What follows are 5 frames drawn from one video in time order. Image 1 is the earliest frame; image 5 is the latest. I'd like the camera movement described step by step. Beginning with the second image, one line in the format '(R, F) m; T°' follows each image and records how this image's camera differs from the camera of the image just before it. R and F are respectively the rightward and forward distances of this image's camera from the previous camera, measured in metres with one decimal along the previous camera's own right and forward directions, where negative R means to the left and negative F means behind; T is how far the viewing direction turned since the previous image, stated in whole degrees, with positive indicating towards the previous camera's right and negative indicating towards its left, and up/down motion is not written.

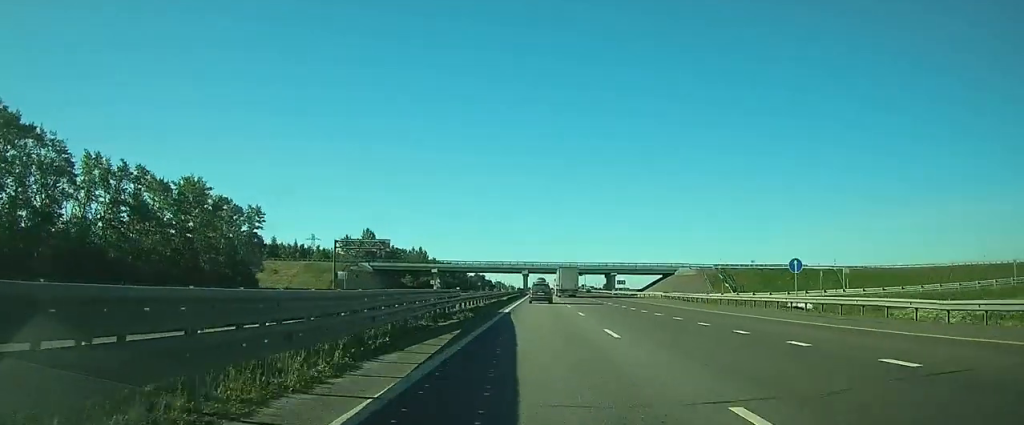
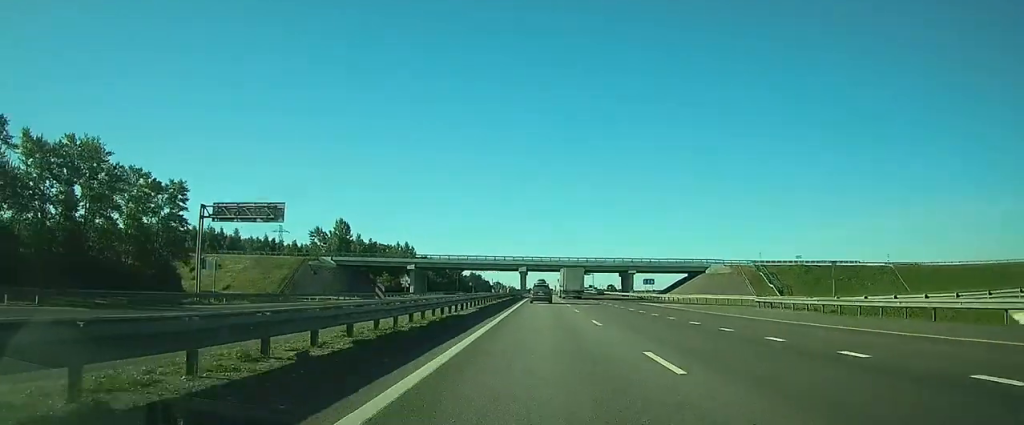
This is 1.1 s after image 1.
(-0.1, +31.3) m; 0°
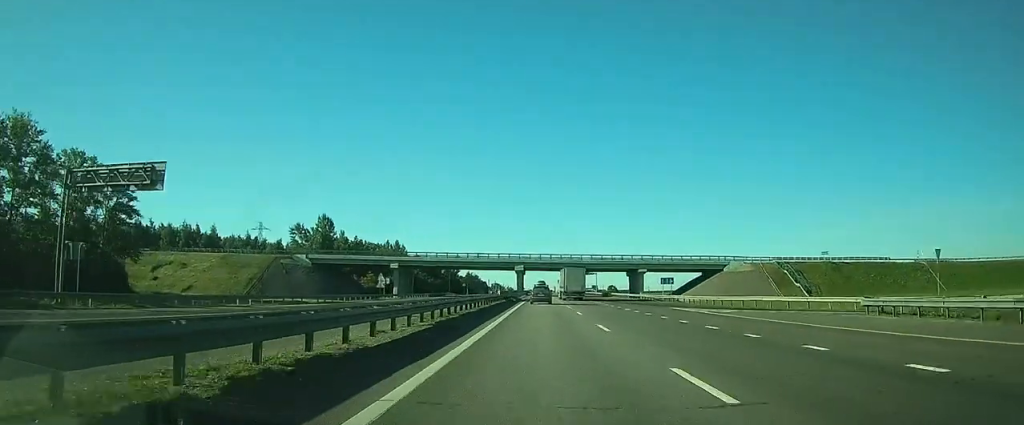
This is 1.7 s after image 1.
(0.0, +15.0) m; 0°
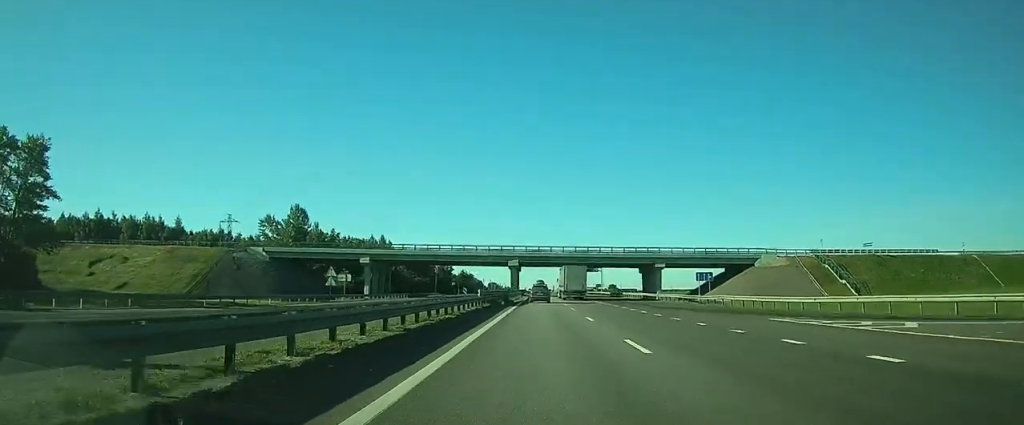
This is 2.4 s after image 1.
(0.0, +20.3) m; 0°
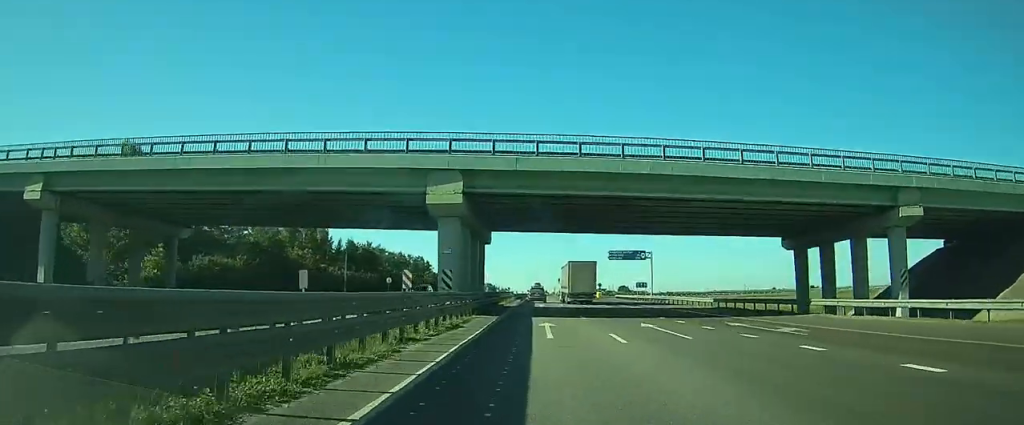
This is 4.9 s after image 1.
(-0.5, +73.2) m; 0°
